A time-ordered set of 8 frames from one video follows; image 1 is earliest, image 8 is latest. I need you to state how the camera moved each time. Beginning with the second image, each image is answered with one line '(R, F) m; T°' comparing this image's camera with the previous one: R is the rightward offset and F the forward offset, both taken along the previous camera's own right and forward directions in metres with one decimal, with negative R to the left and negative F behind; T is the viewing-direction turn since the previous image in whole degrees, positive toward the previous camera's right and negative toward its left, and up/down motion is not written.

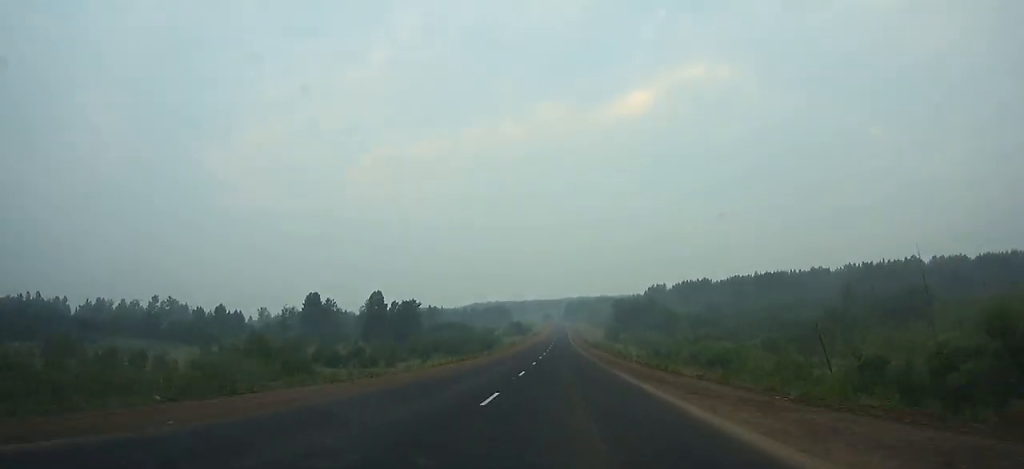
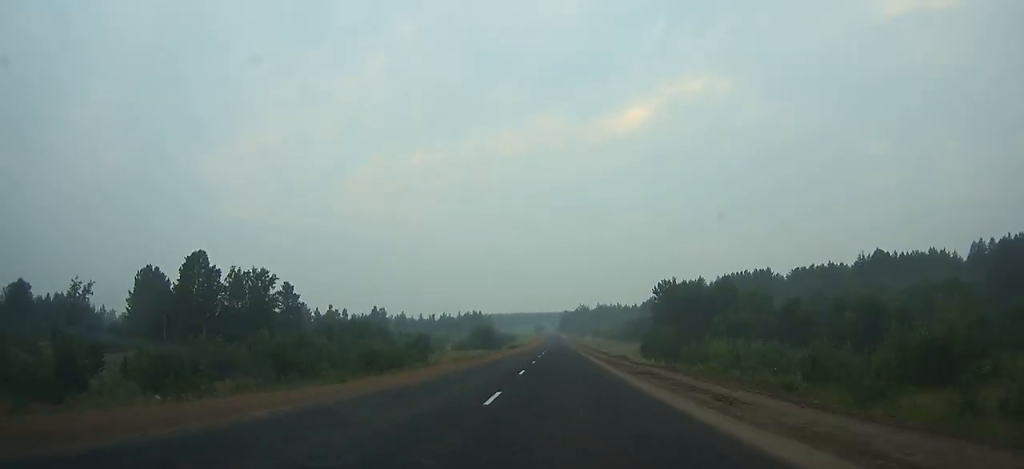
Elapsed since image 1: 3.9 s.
(+0.8, +105.2) m; +1°
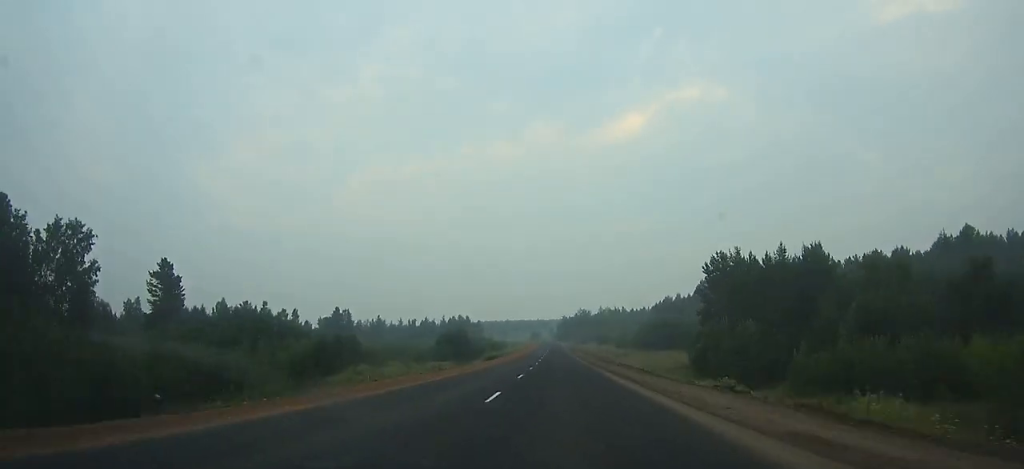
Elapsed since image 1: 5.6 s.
(+0.1, +45.4) m; 0°
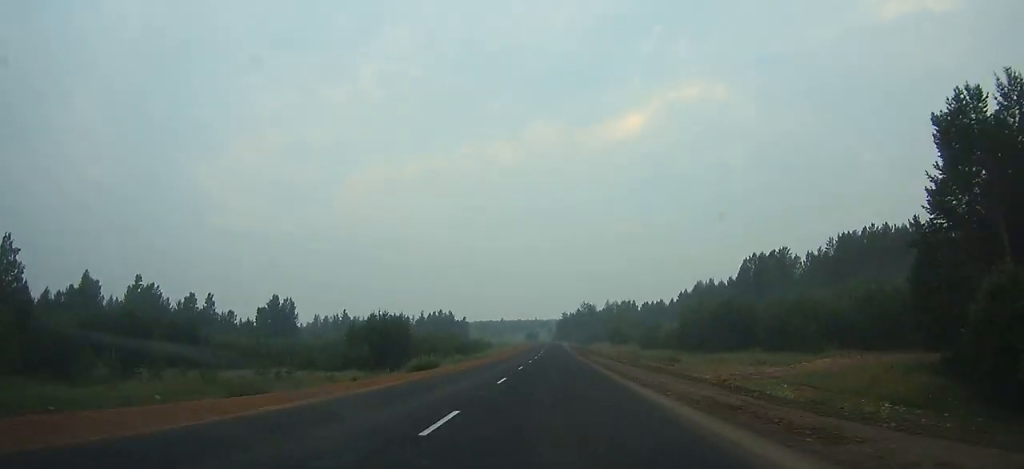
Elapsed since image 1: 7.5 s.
(+0.1, +50.2) m; 0°
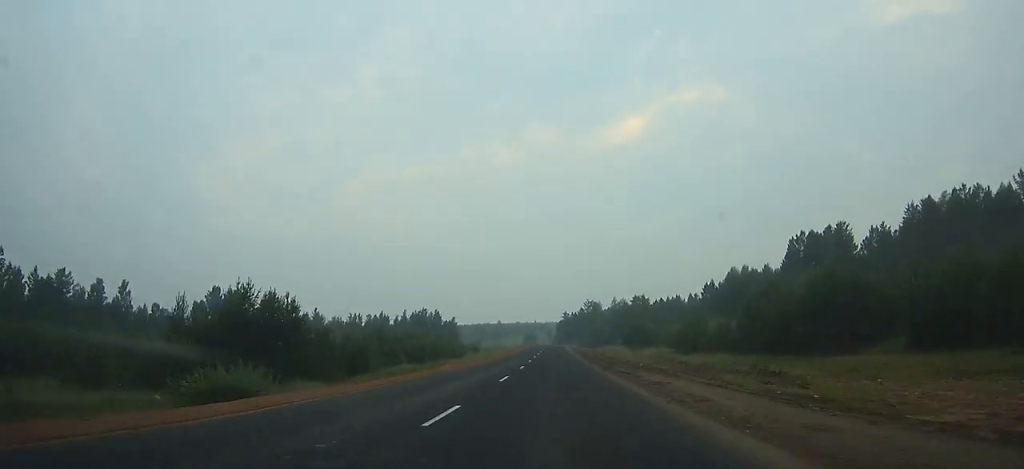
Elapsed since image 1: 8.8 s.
(0.0, +34.7) m; 0°
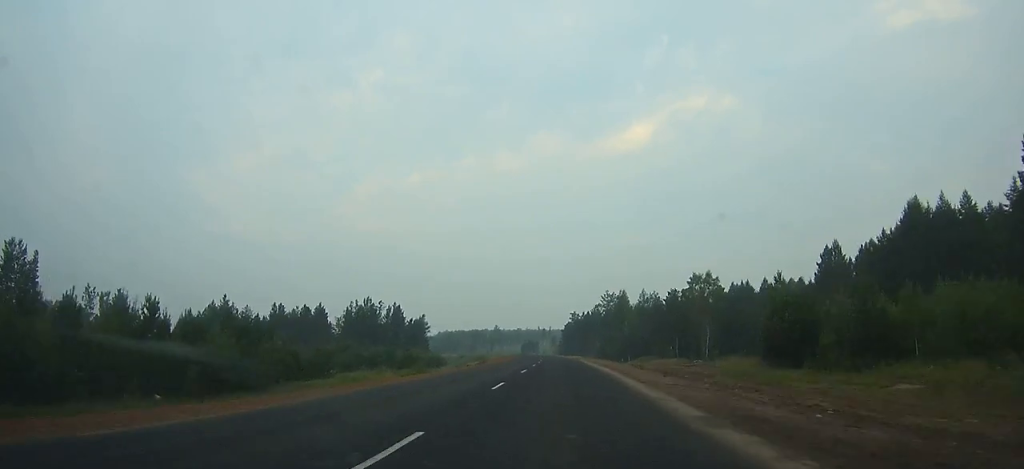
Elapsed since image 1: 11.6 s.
(0.0, +76.3) m; -1°
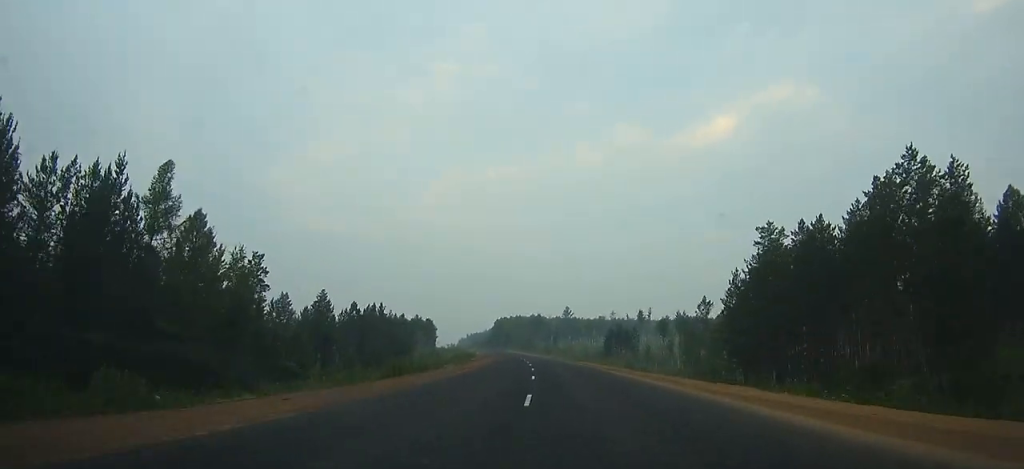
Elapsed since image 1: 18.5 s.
(-10.6, +171.6) m; -8°
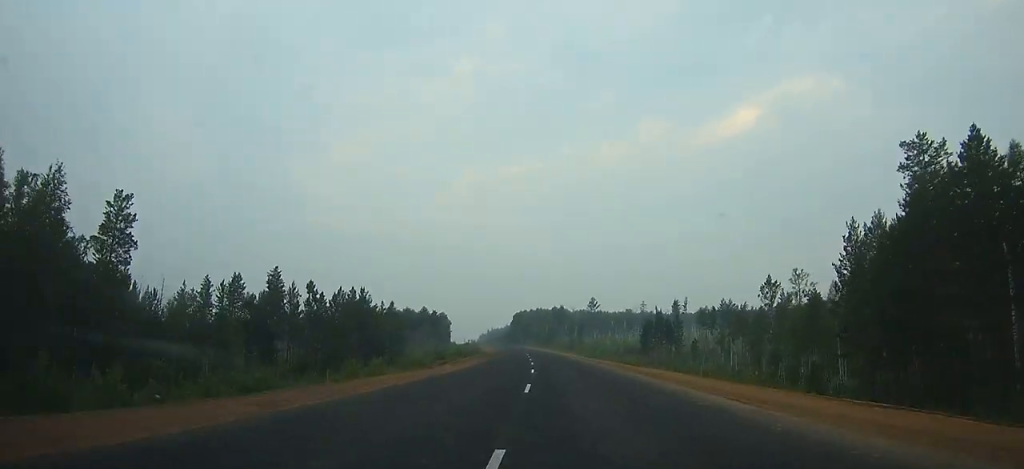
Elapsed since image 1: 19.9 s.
(-0.2, +32.0) m; -2°
